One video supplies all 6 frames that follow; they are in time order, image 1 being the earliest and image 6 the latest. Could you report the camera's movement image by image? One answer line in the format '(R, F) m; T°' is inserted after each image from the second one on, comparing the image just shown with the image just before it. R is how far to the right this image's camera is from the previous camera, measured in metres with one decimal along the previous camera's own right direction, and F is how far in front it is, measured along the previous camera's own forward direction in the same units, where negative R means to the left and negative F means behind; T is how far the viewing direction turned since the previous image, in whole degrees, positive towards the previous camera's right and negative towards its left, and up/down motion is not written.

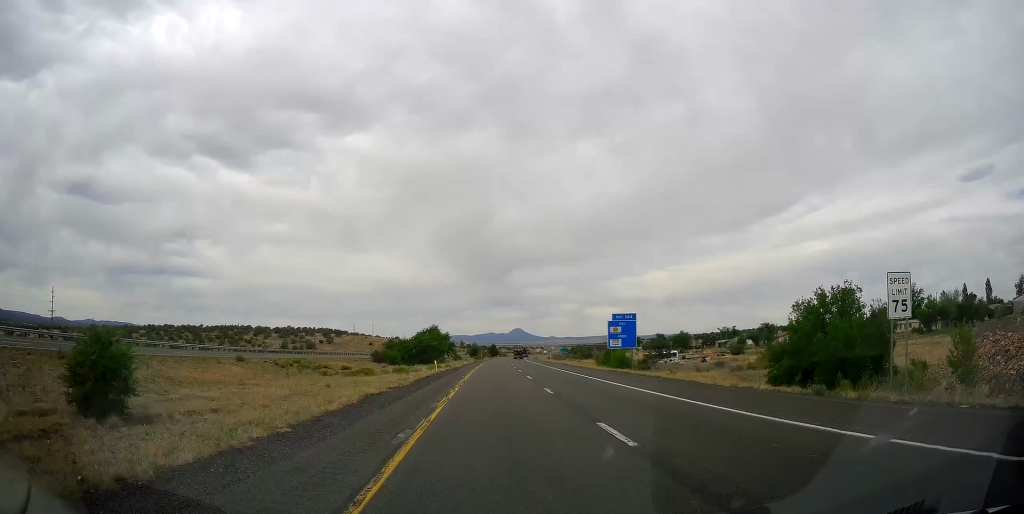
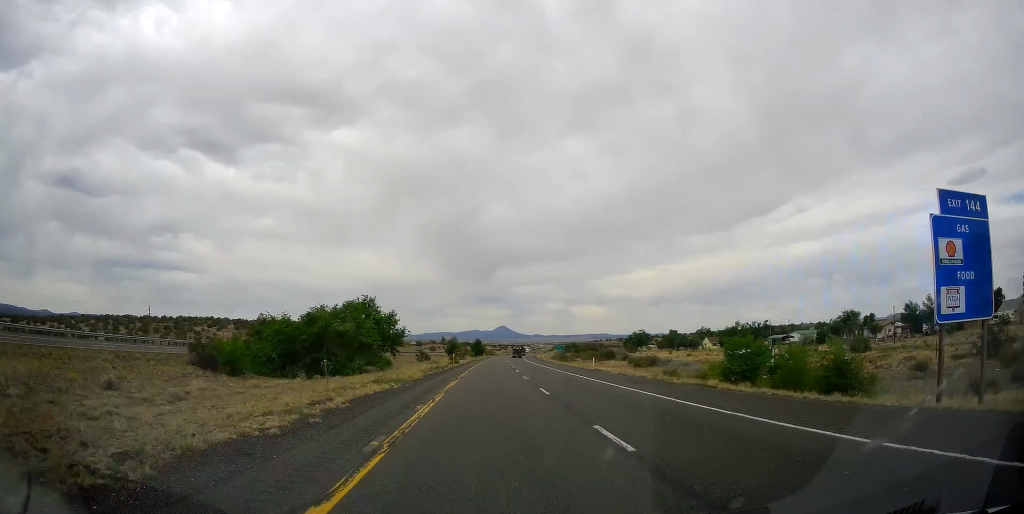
(+0.8, +61.7) m; +1°
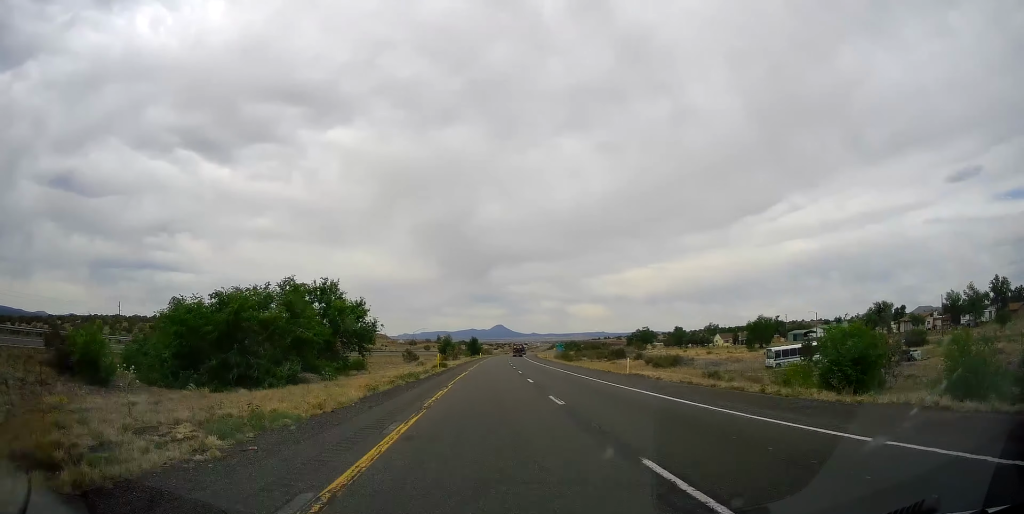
(0.0, +16.3) m; 0°
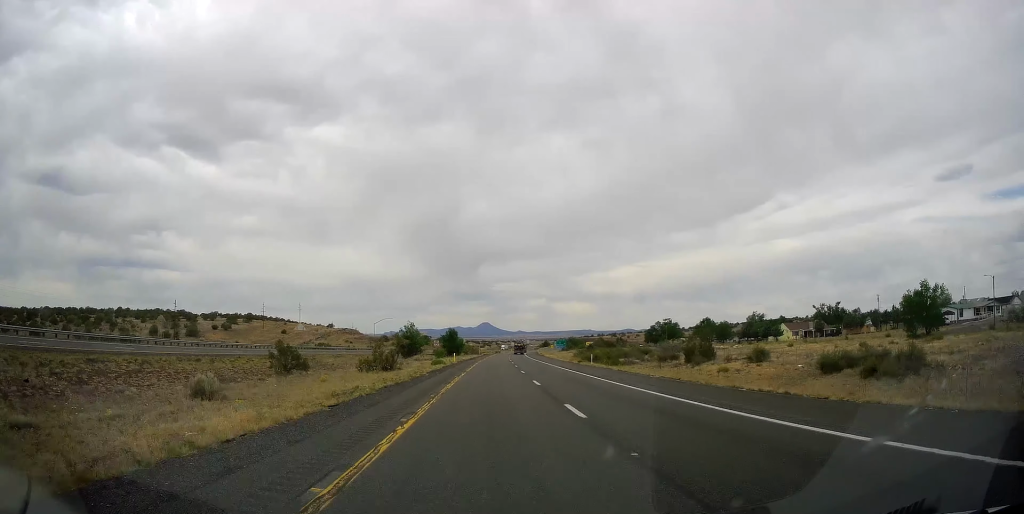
(+1.4, +65.0) m; +2°
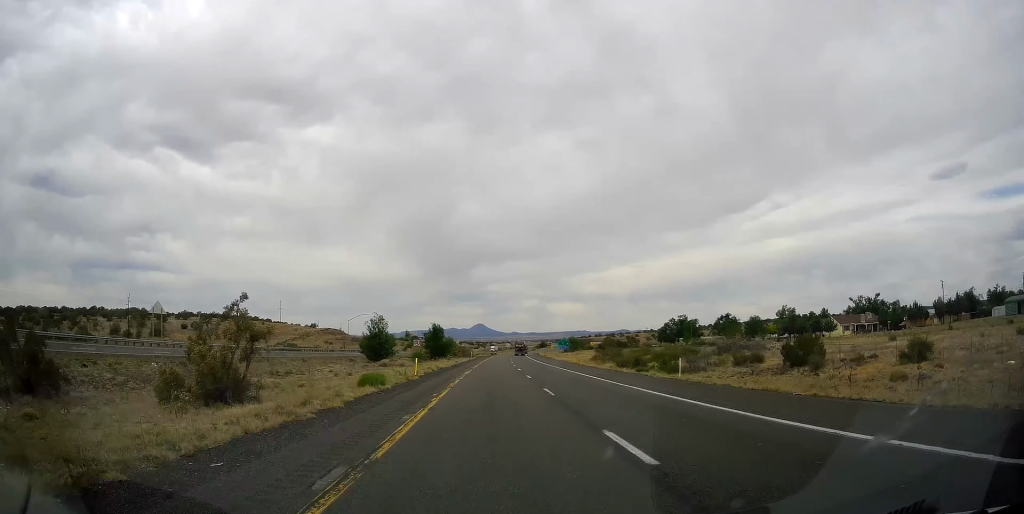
(+0.3, +30.2) m; 0°
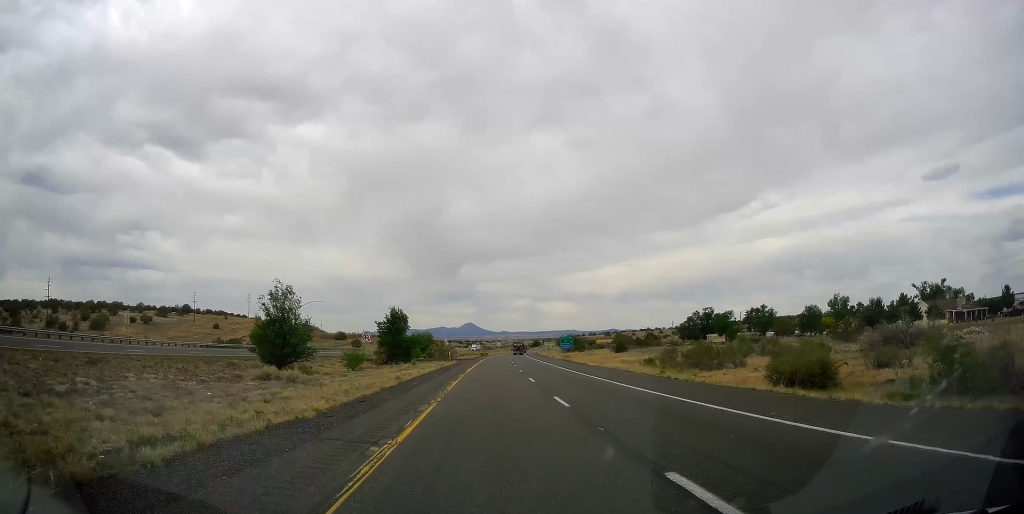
(0.0, +40.7) m; +1°
